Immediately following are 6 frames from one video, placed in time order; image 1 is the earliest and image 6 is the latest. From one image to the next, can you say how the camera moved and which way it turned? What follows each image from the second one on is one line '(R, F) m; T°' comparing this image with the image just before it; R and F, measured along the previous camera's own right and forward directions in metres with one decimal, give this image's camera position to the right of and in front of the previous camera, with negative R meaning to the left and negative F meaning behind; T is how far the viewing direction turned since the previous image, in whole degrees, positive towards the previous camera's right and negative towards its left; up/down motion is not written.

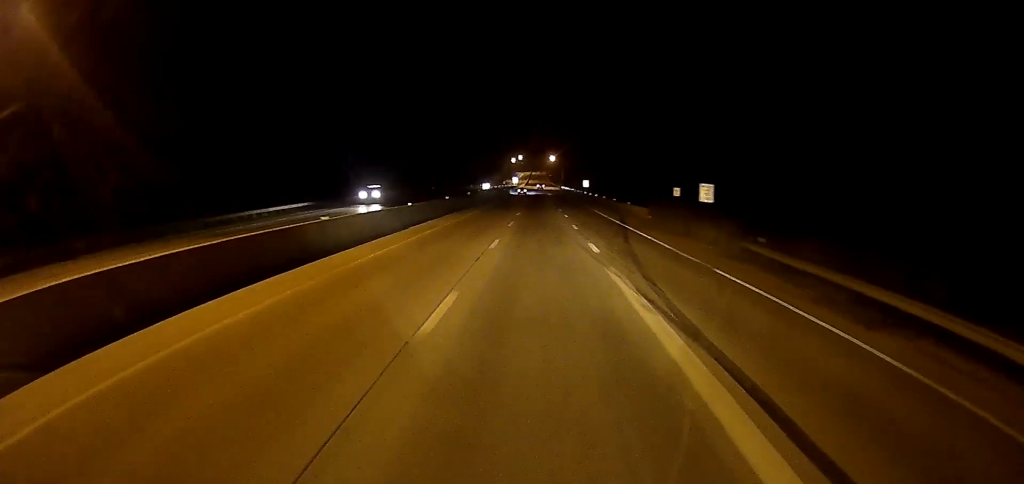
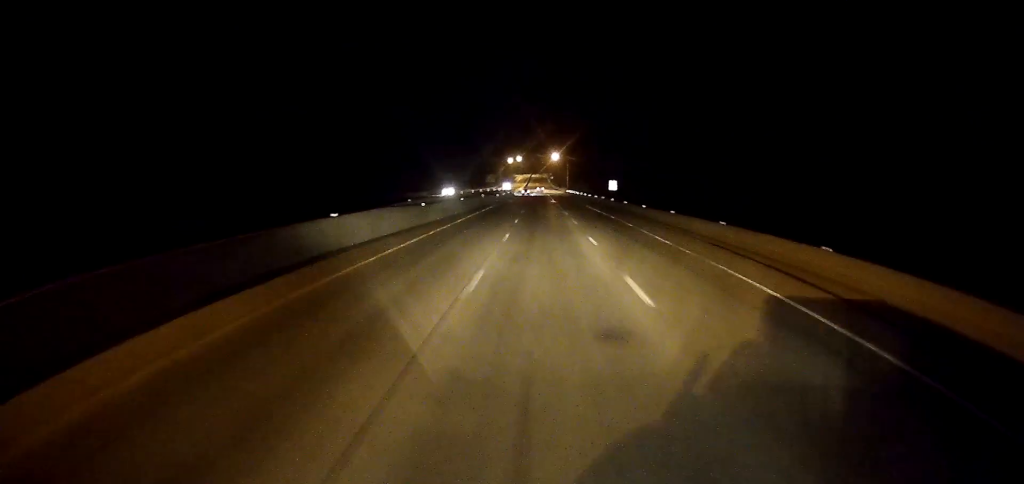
(+0.3, +45.2) m; +1°
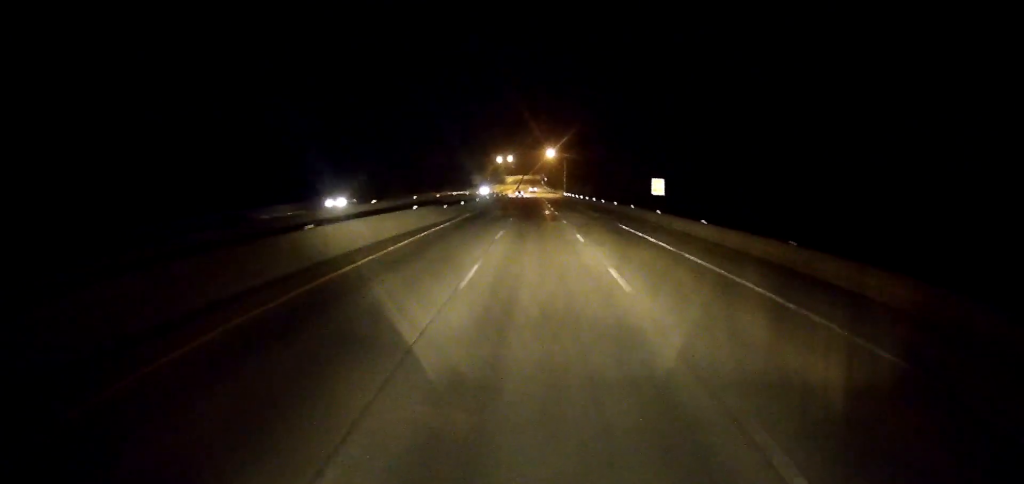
(+0.3, +34.7) m; +1°
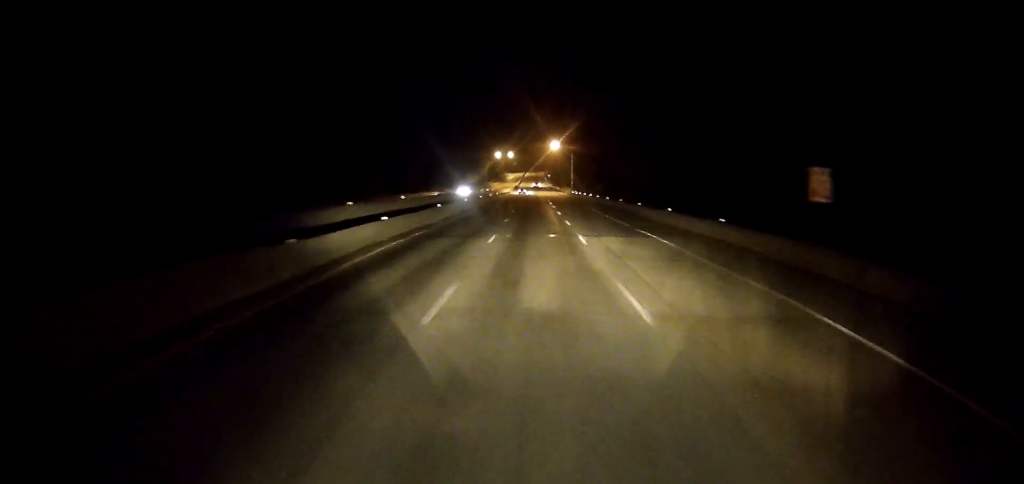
(0.0, +28.1) m; 0°
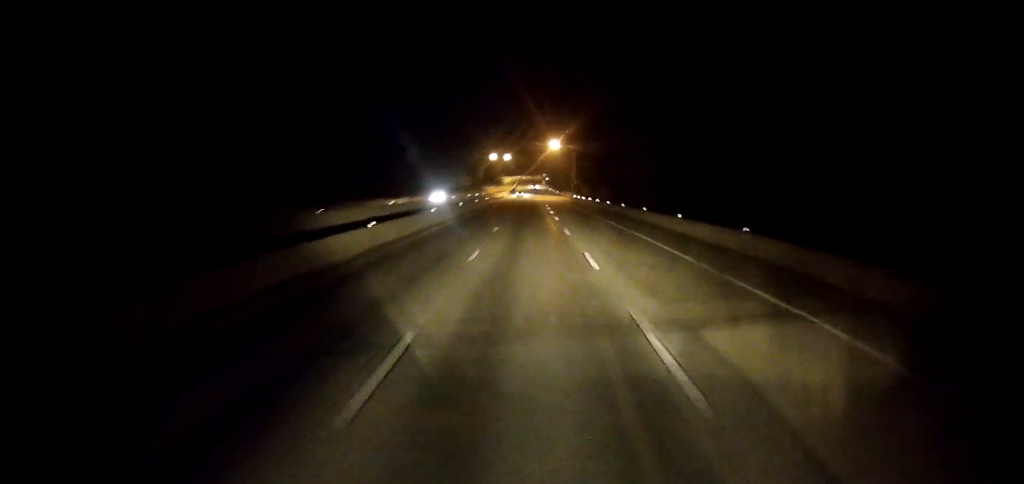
(0.0, +16.2) m; 0°
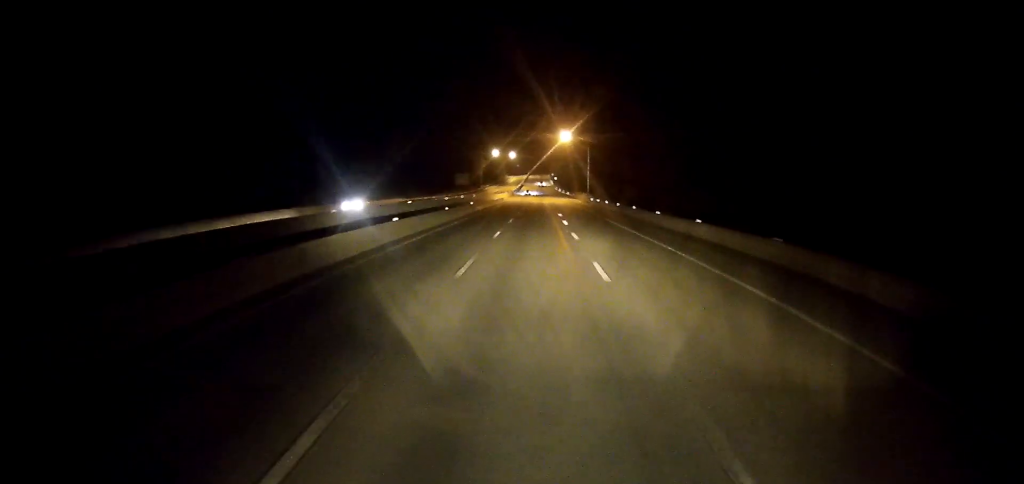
(0.0, +27.4) m; 0°
